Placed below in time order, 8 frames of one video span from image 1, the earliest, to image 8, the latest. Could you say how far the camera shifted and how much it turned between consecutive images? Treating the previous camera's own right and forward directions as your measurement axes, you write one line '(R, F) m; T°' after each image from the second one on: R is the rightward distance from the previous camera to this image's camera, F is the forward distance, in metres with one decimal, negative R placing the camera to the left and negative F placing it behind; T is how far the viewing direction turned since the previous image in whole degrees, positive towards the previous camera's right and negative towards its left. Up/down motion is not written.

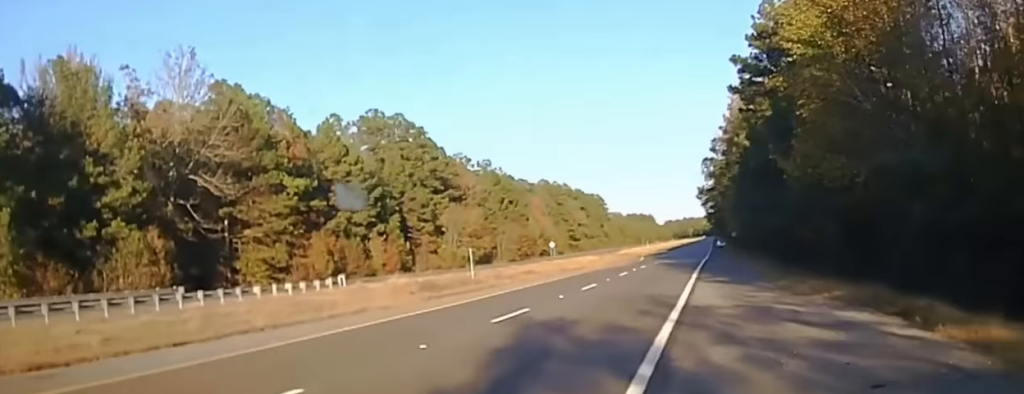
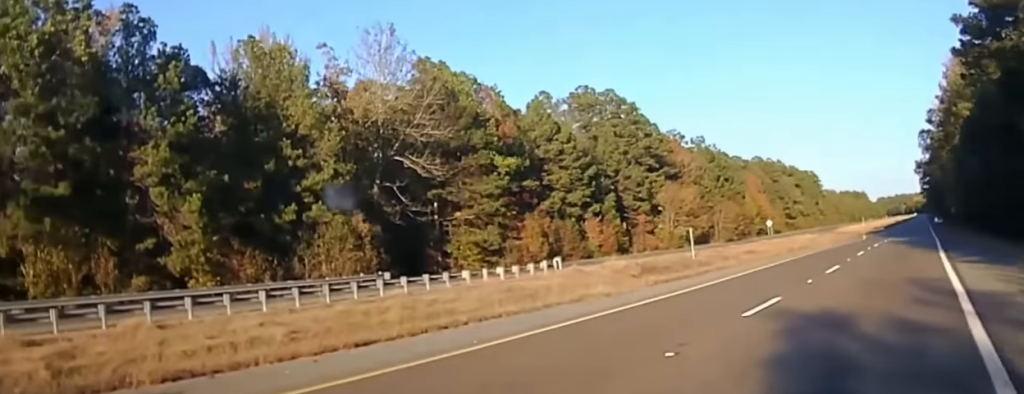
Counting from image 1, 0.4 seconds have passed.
(-0.3, +3.4) m; -12°
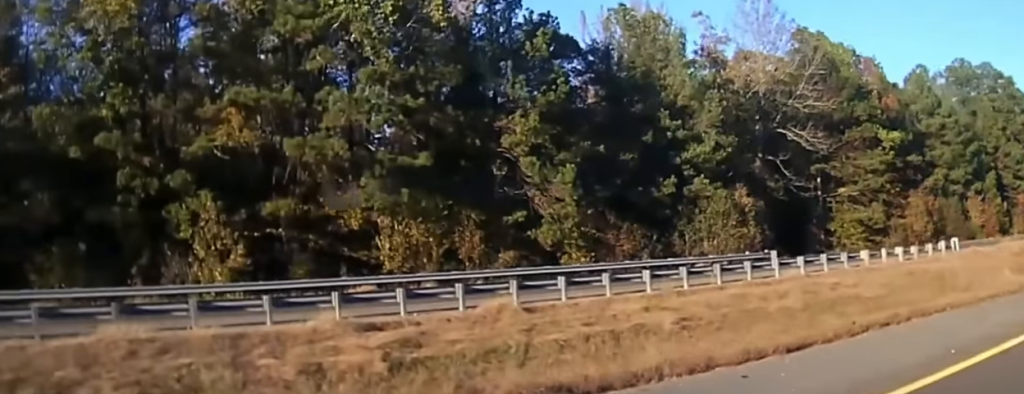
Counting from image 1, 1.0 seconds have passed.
(-0.5, +4.5) m; -26°
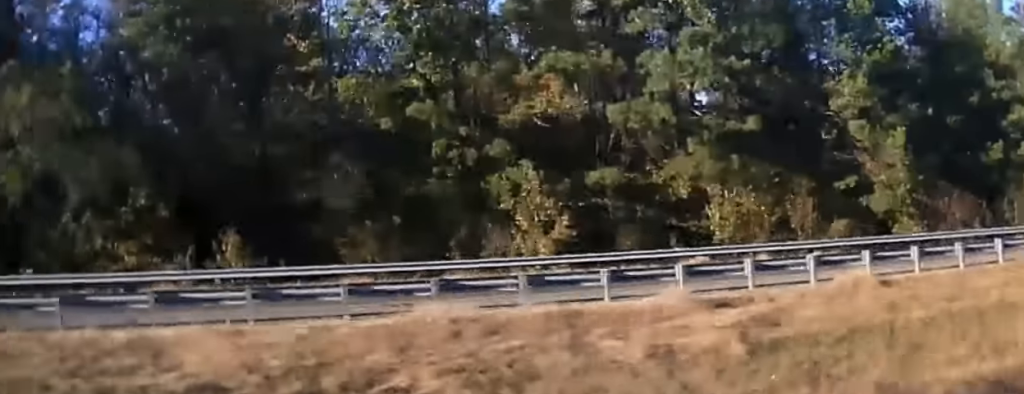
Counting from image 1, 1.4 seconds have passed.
(-0.6, +1.9) m; -24°
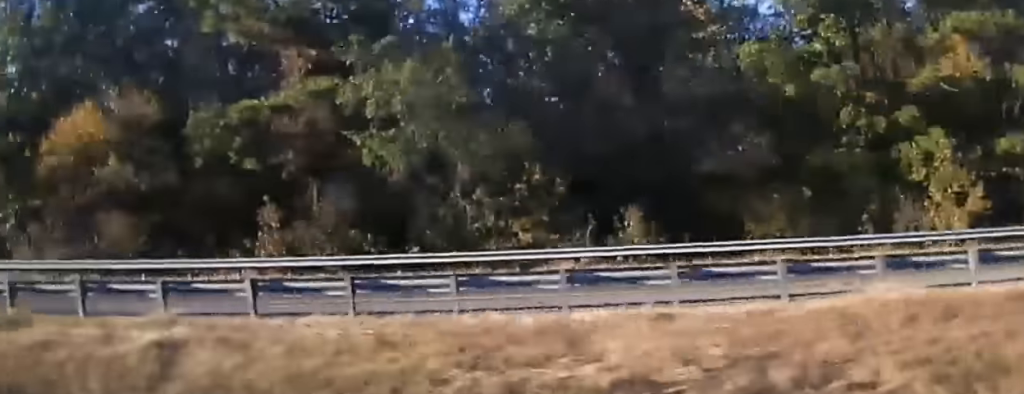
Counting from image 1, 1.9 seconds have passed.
(-0.9, +2.0) m; -31°
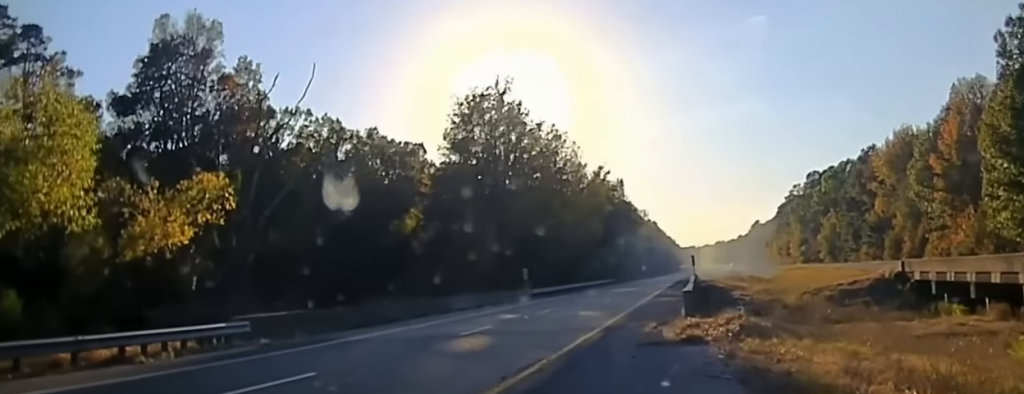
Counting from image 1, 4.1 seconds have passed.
(-10.1, +5.8) m; -80°
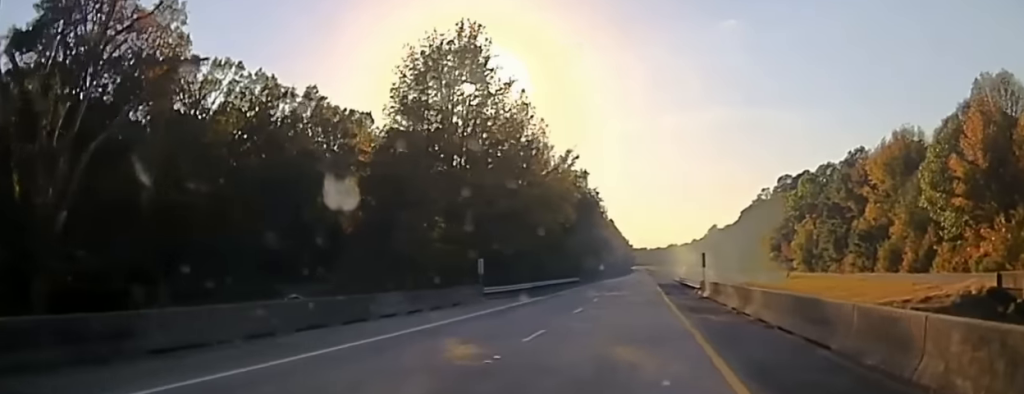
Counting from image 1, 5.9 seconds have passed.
(-2.3, +14.9) m; -7°
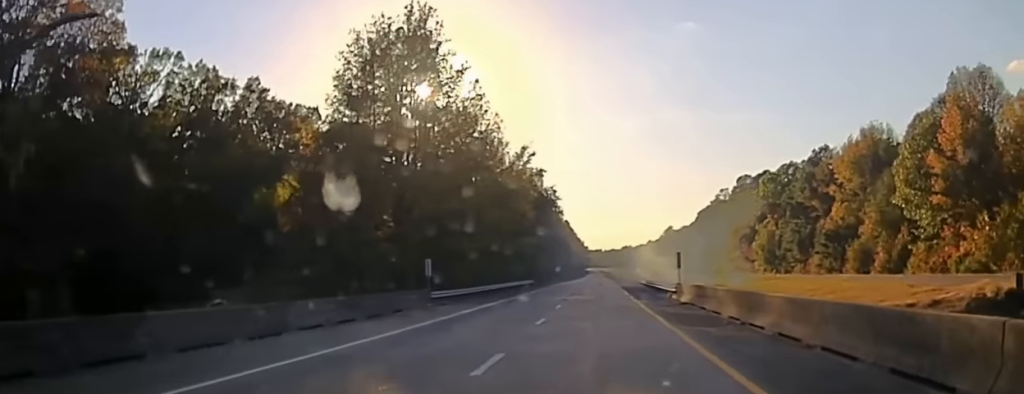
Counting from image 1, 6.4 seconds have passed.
(+0.1, +5.2) m; +2°
